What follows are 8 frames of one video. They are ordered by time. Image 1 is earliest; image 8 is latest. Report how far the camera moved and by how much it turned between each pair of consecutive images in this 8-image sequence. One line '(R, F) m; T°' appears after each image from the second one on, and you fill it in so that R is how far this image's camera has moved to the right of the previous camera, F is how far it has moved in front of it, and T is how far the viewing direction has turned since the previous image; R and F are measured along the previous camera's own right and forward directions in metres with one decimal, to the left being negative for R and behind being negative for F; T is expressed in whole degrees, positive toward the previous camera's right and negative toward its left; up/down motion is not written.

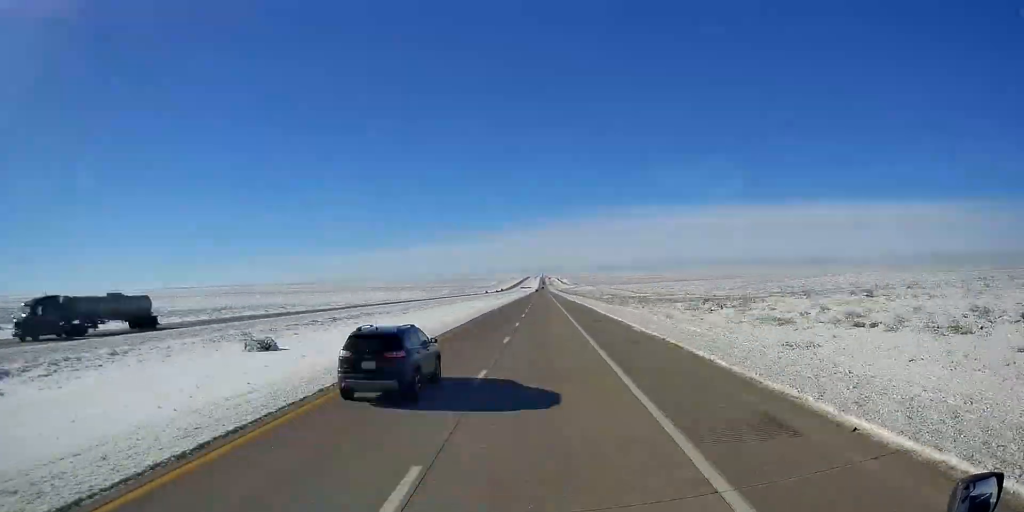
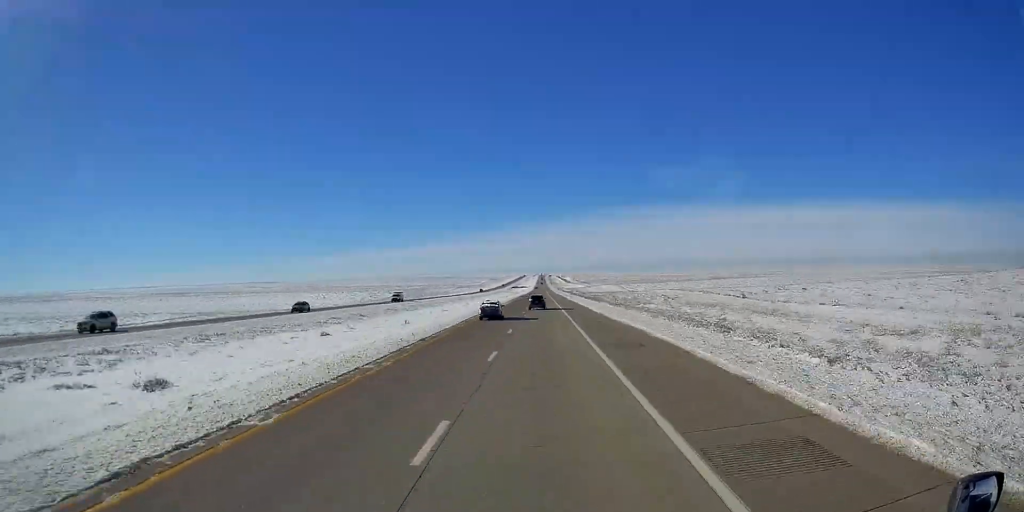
(+0.1, +166.5) m; 0°
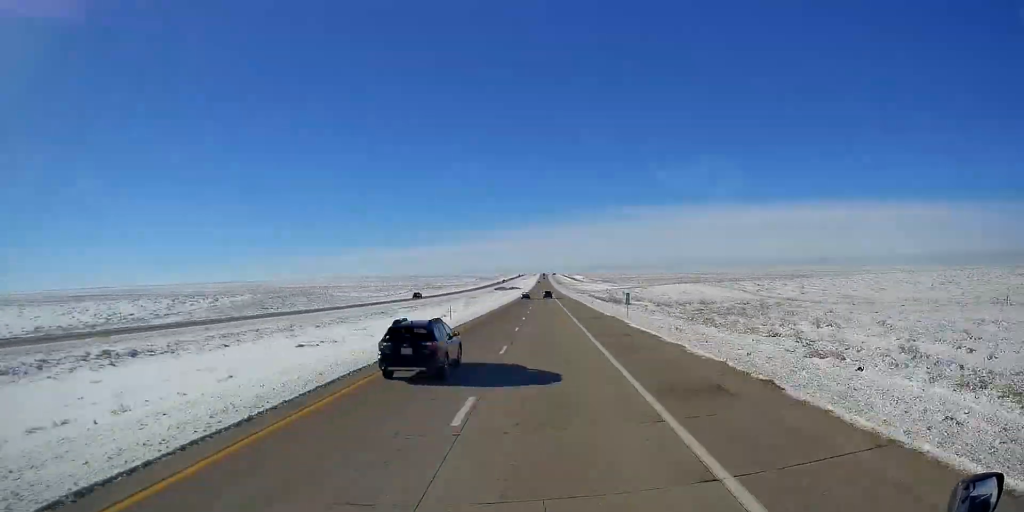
(+0.7, +193.9) m; 0°
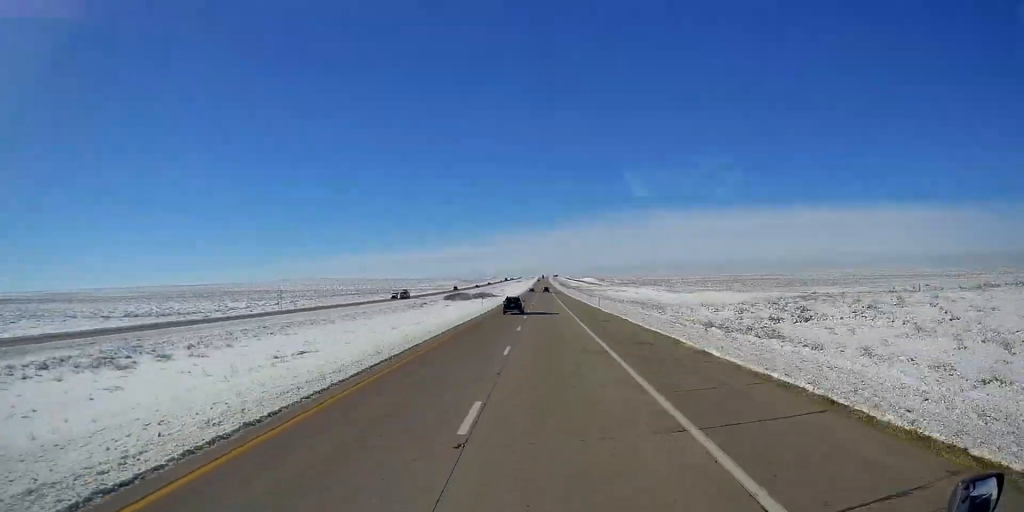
(-0.1, +155.4) m; 0°
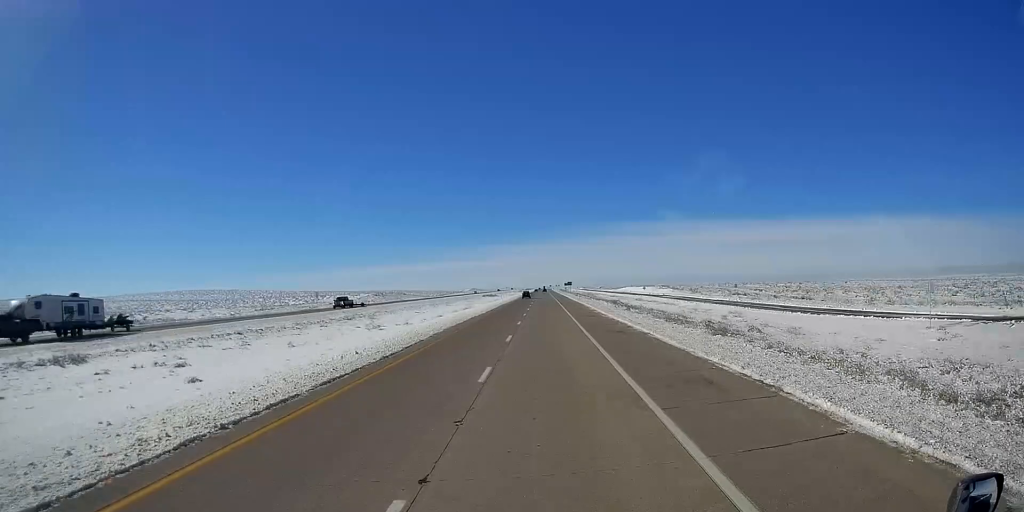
(+0.4, +281.8) m; 0°
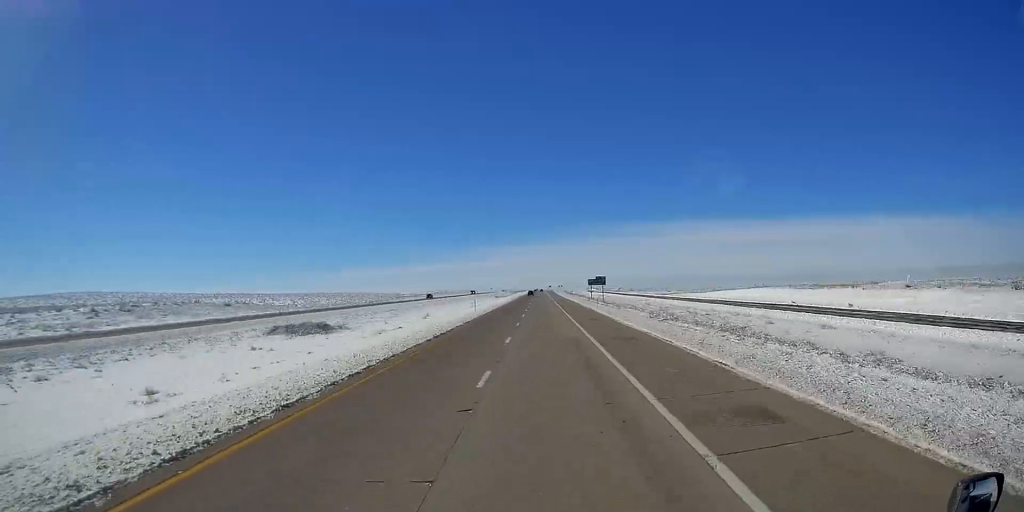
(+0.1, +184.8) m; 0°
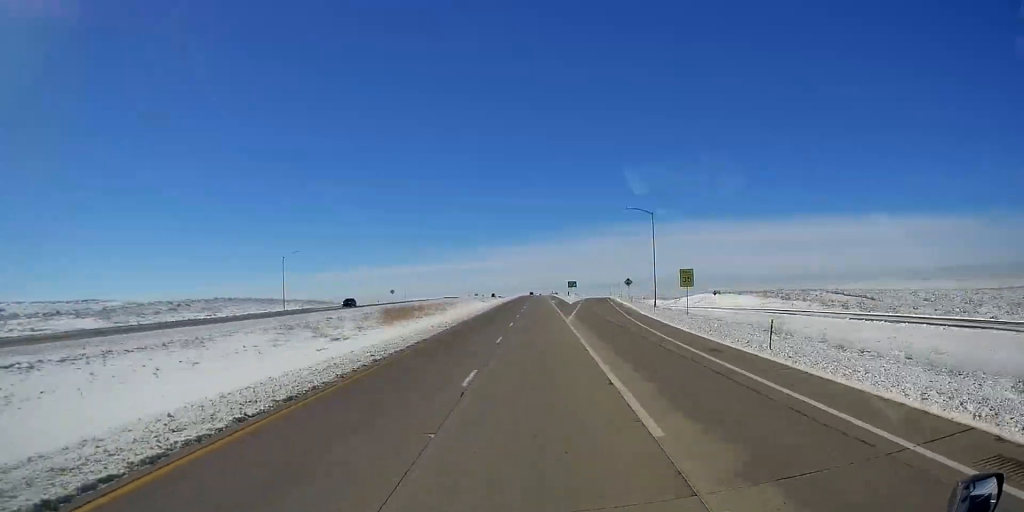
(-0.2, +368.7) m; 0°
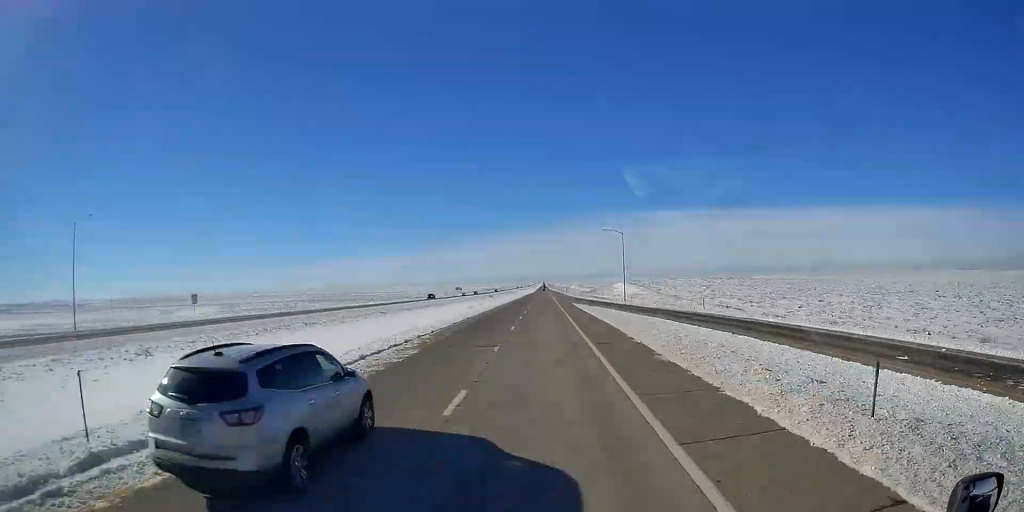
(-3.3, +445.4) m; 0°
